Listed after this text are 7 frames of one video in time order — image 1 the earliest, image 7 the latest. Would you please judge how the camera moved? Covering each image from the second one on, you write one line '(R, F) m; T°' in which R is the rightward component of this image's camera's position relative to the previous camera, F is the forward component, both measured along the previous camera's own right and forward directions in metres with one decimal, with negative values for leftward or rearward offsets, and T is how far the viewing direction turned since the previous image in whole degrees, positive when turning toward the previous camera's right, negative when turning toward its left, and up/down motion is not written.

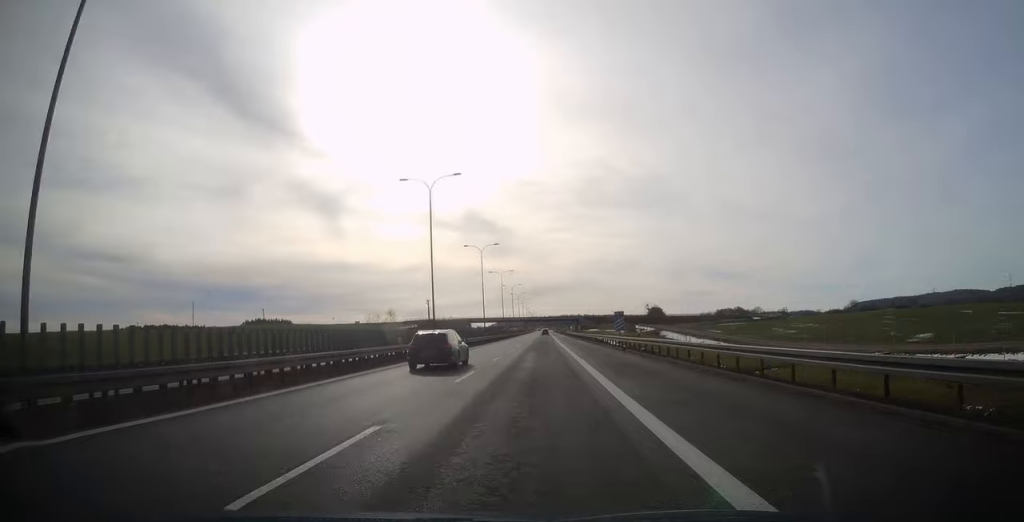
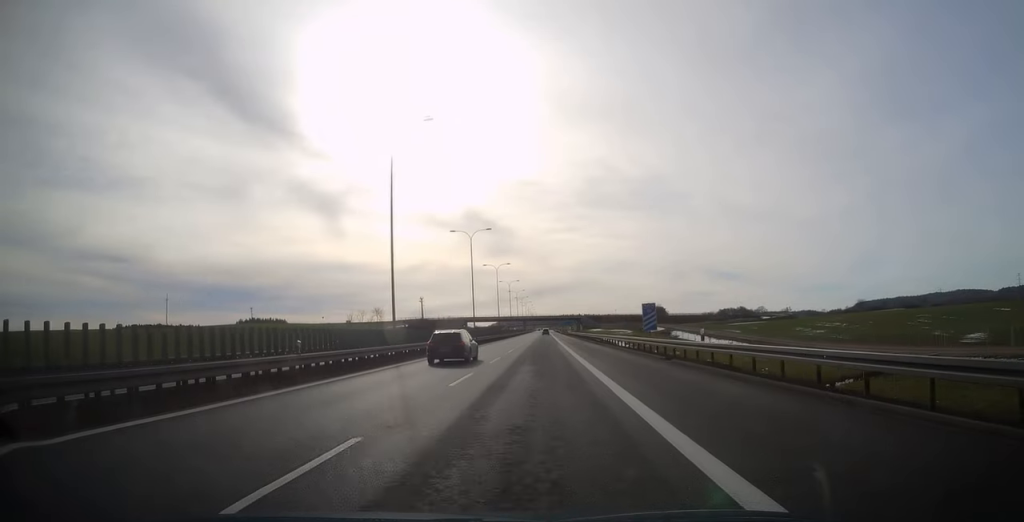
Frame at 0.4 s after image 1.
(0.0, +13.3) m; 0°
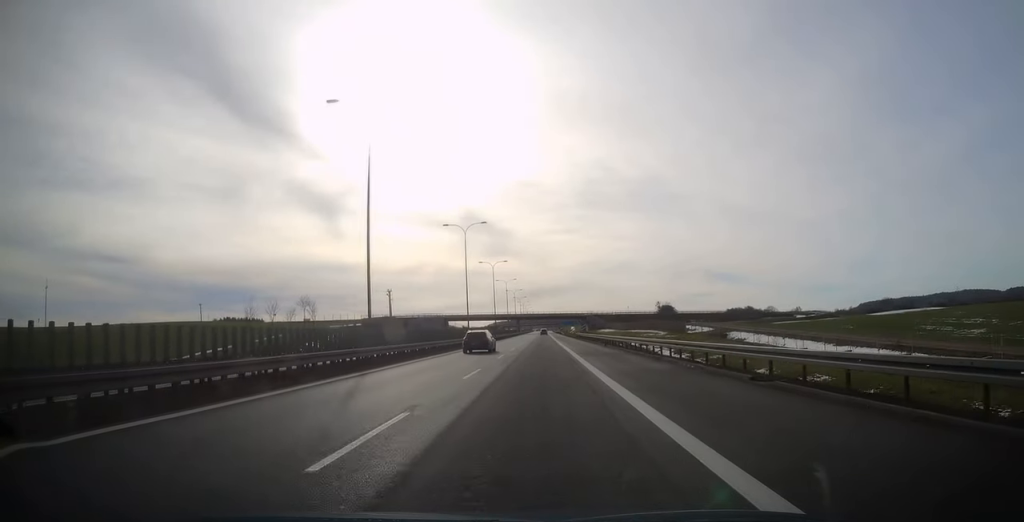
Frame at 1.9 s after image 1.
(0.0, +45.3) m; 0°
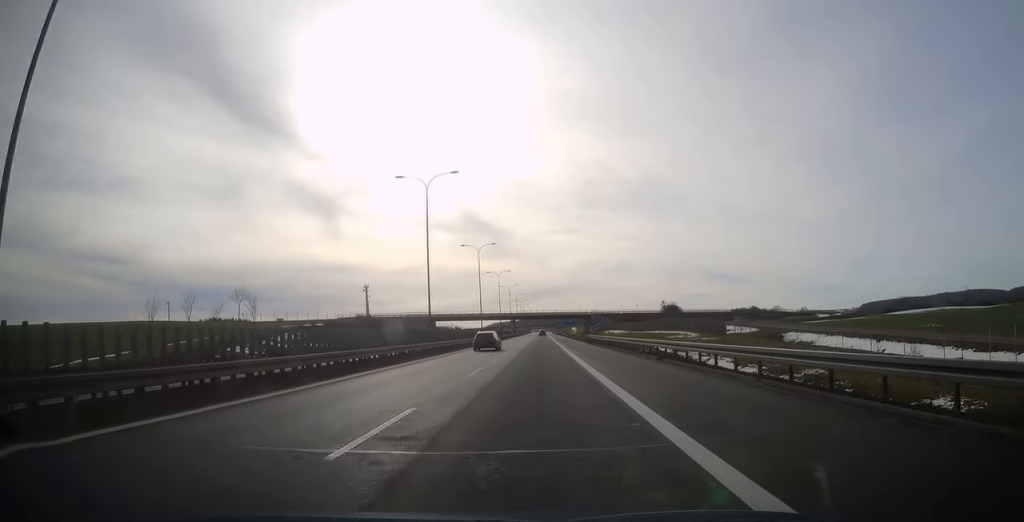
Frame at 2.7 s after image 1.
(0.0, +23.4) m; 0°
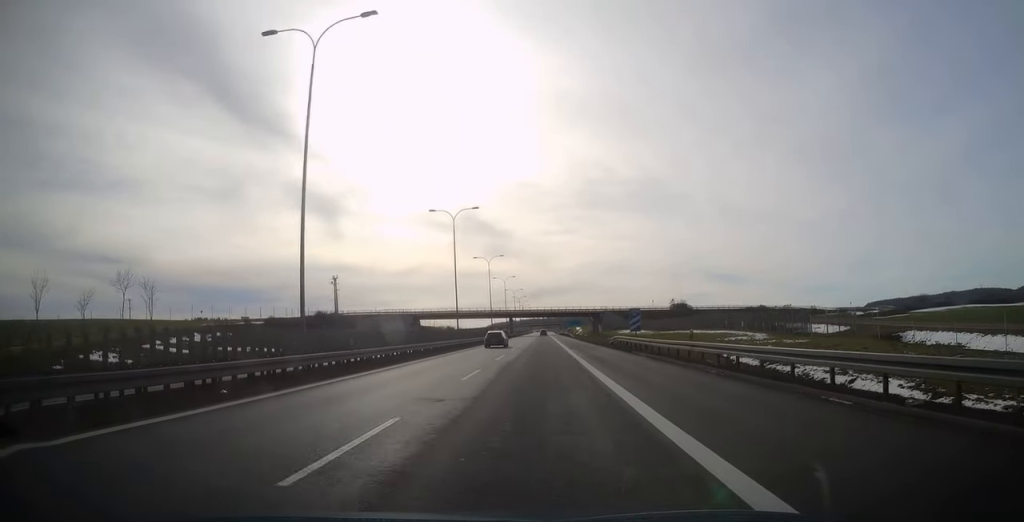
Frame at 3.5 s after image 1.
(0.0, +25.9) m; 0°
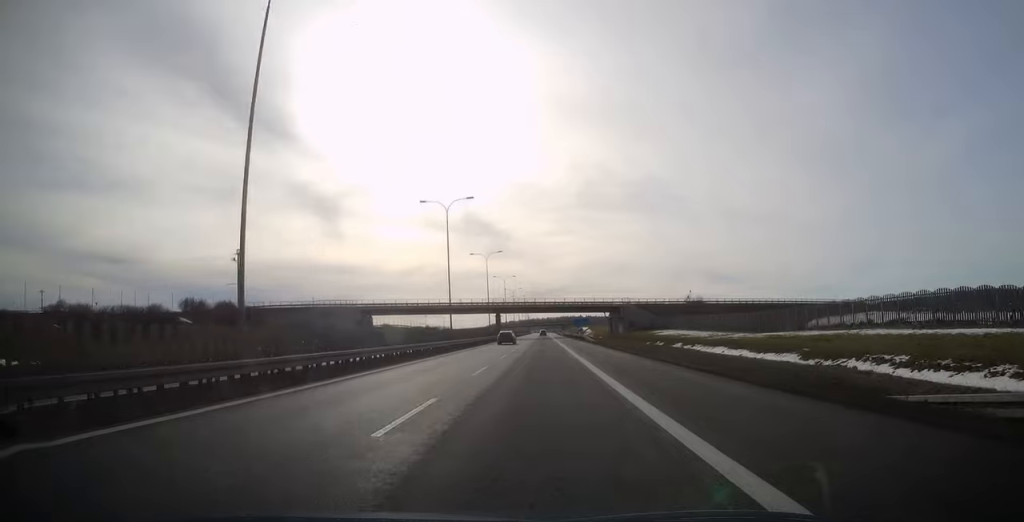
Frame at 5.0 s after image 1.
(0.0, +45.2) m; 0°
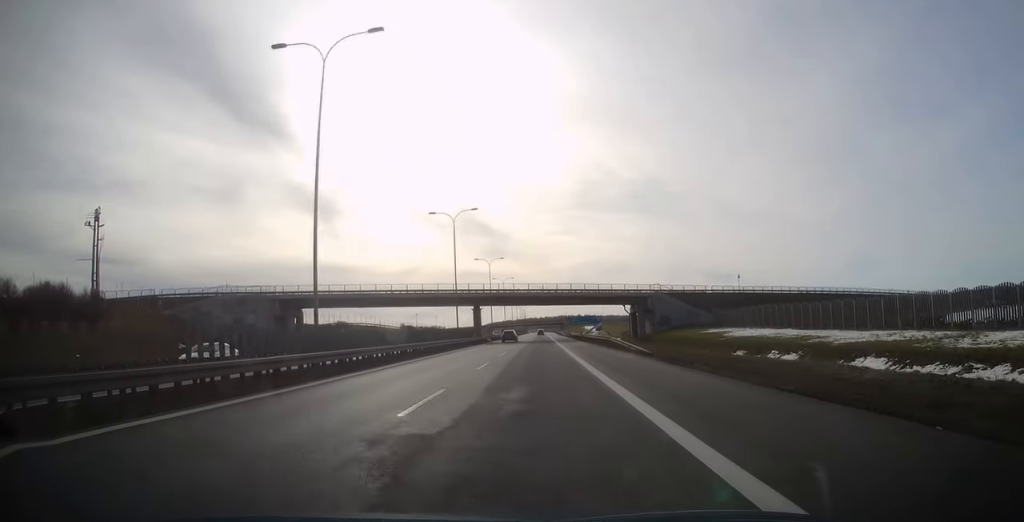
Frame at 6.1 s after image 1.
(0.0, +34.1) m; 0°
